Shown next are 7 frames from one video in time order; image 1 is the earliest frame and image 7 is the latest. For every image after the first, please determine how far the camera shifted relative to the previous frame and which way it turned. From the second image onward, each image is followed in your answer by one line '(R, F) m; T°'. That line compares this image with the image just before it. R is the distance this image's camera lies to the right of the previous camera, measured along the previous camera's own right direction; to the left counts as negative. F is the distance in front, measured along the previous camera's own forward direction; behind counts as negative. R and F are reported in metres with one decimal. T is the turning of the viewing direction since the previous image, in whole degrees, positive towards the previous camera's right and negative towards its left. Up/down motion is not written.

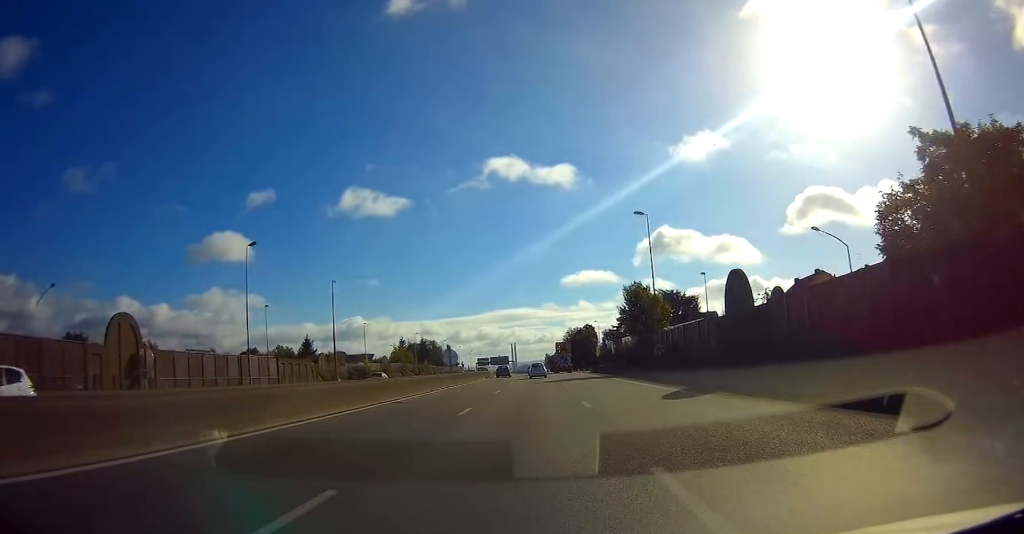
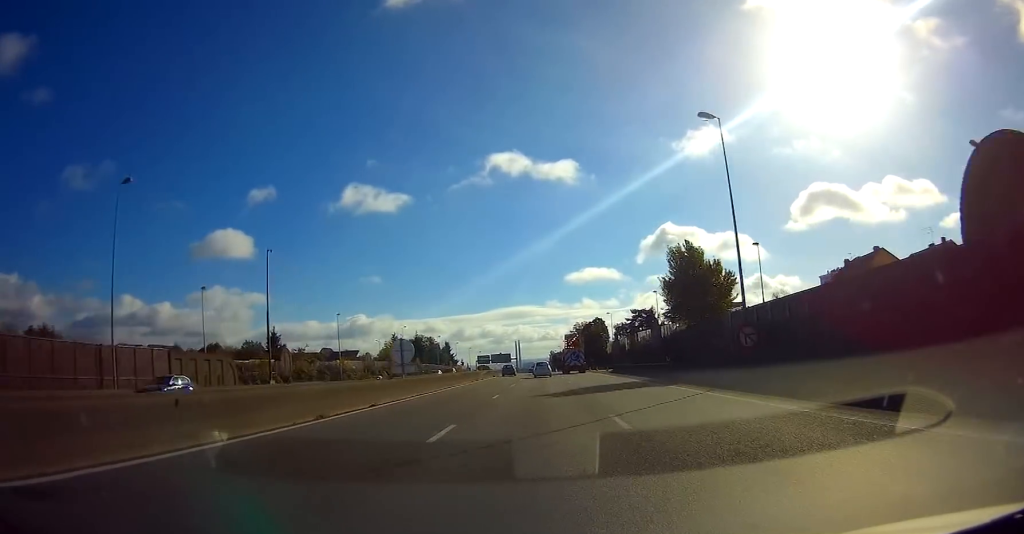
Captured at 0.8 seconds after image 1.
(0.0, +19.3) m; 0°
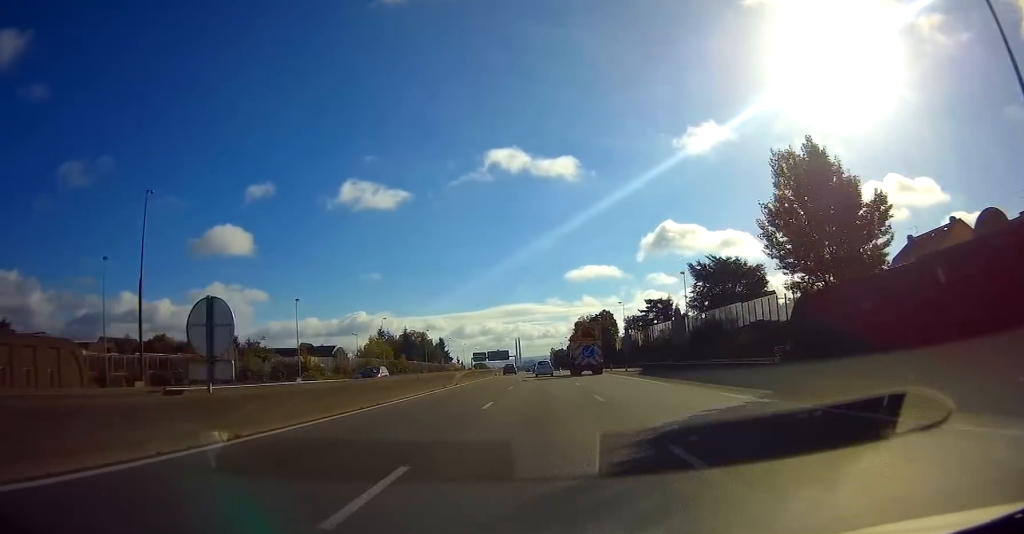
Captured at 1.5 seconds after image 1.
(0.0, +19.3) m; 0°
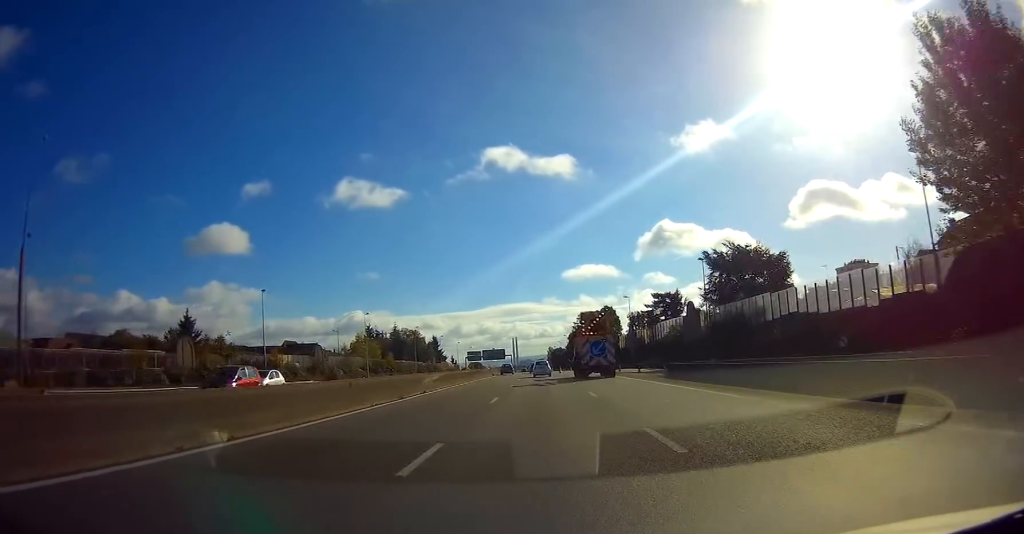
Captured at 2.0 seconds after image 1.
(+0.1, +10.9) m; 0°
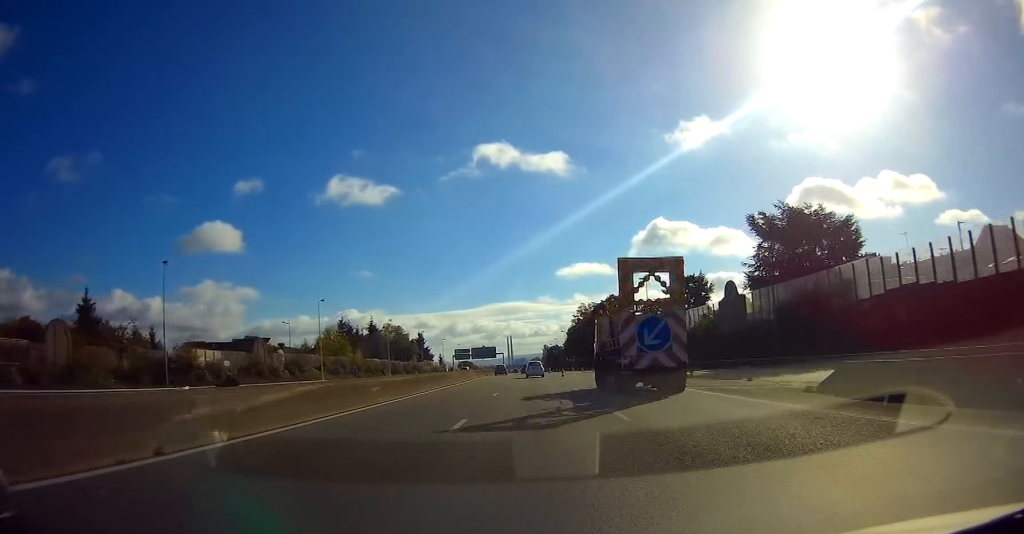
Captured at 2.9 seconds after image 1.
(-0.4, +22.3) m; 0°
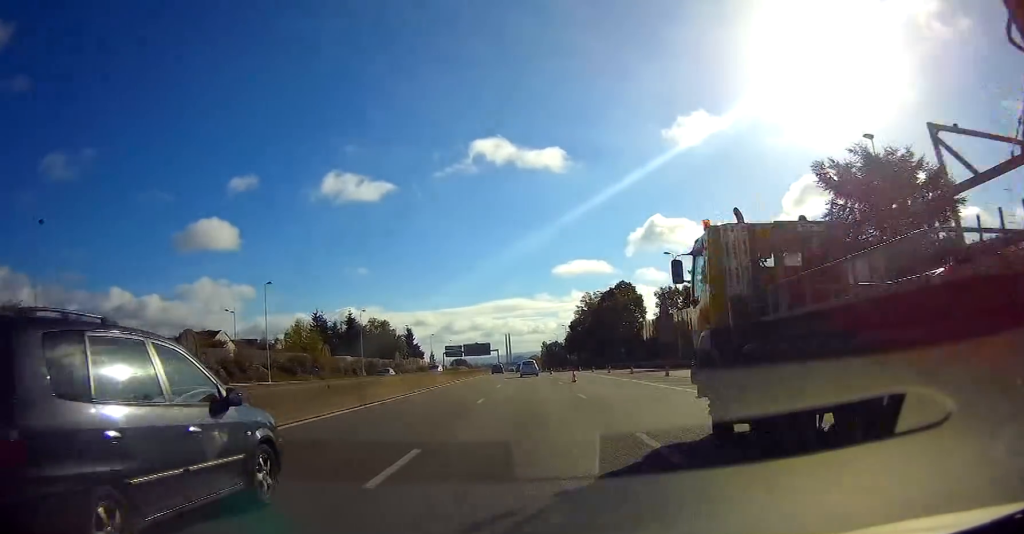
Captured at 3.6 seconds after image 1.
(+0.2, +18.7) m; +1°
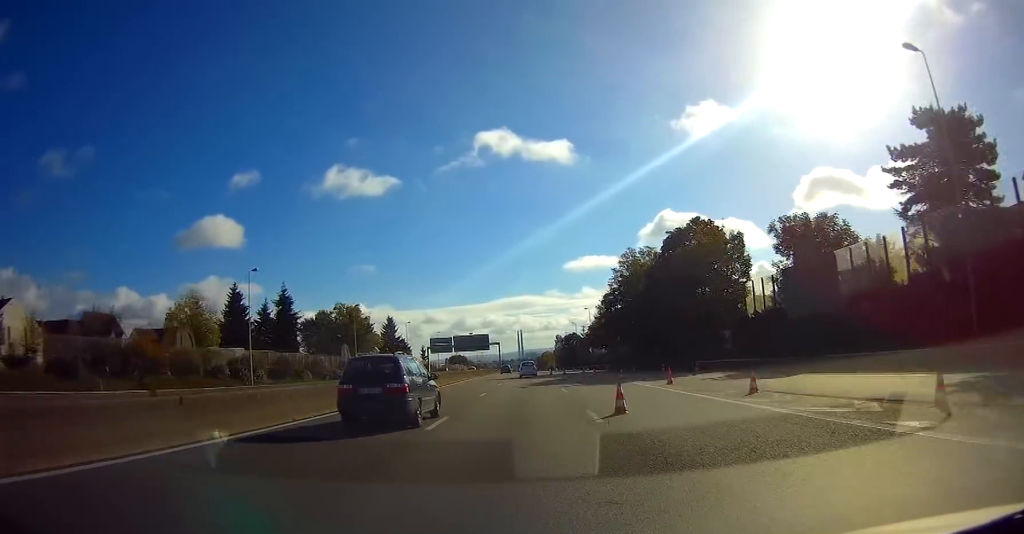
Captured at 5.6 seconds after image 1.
(0.0, +47.9) m; -1°
